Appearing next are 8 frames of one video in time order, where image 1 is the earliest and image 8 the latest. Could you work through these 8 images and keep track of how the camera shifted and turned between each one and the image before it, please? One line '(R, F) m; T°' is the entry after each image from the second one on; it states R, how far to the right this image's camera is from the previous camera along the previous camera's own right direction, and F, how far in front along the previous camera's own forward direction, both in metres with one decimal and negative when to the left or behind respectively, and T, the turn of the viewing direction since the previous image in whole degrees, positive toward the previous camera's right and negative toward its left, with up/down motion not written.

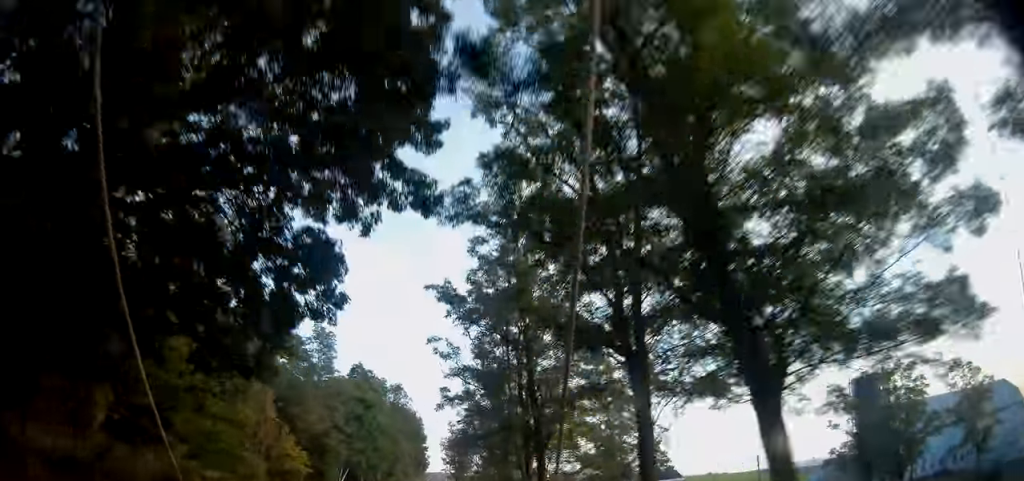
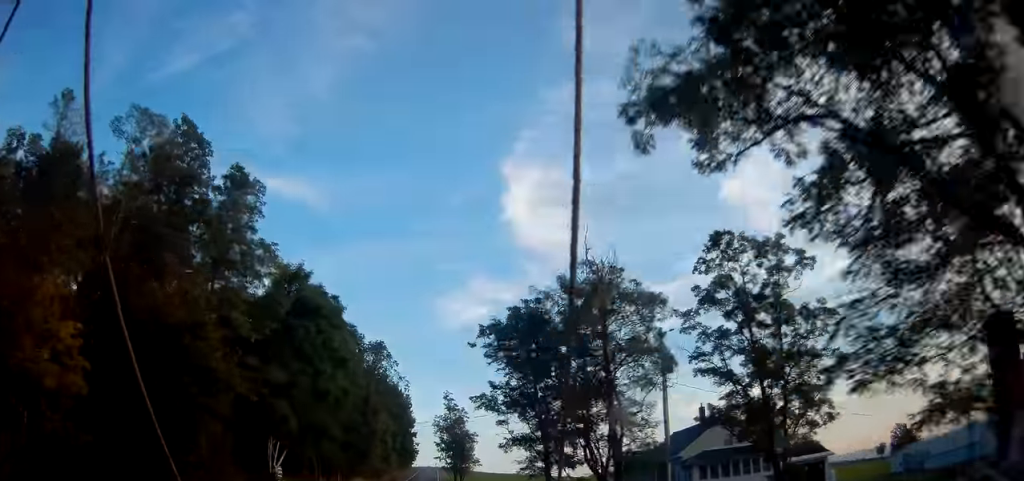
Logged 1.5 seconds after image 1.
(+0.4, +34.0) m; +1°
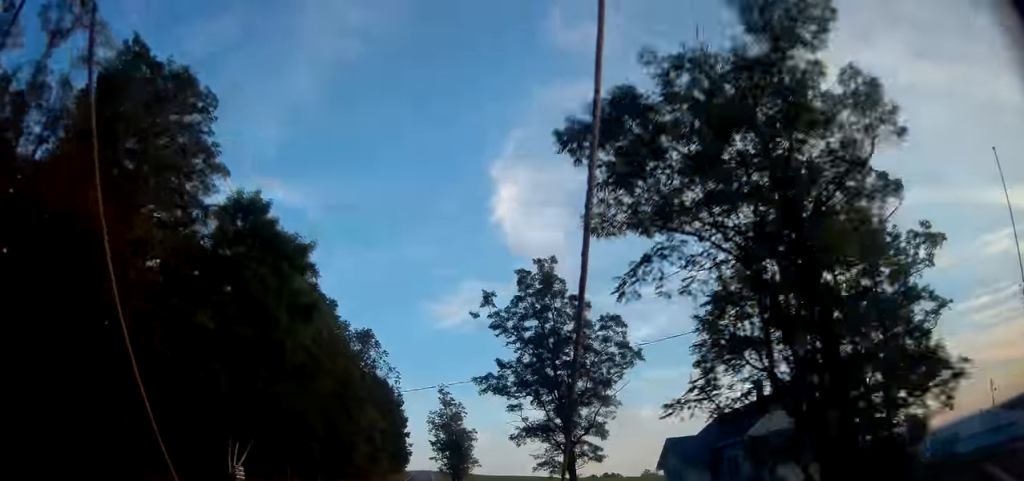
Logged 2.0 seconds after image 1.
(0.0, +10.3) m; 0°
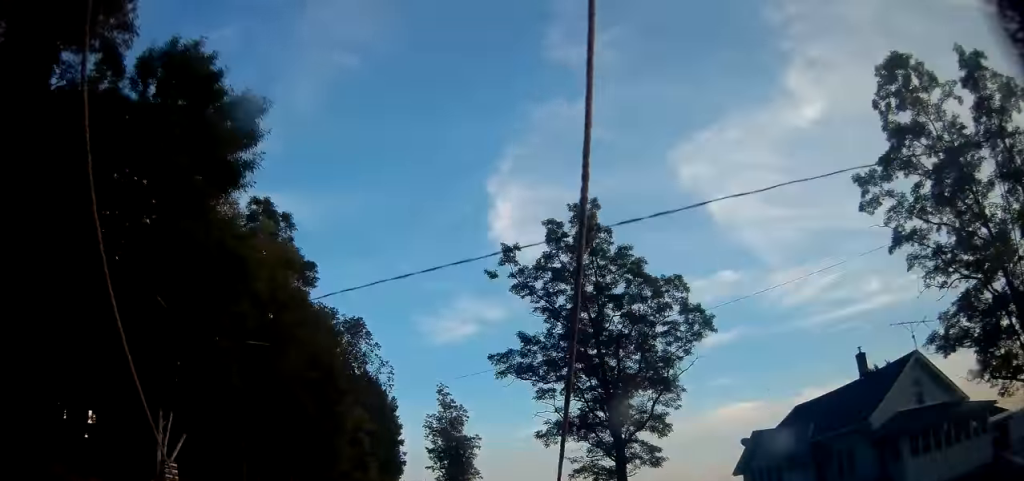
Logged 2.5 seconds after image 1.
(+0.1, +11.8) m; 0°
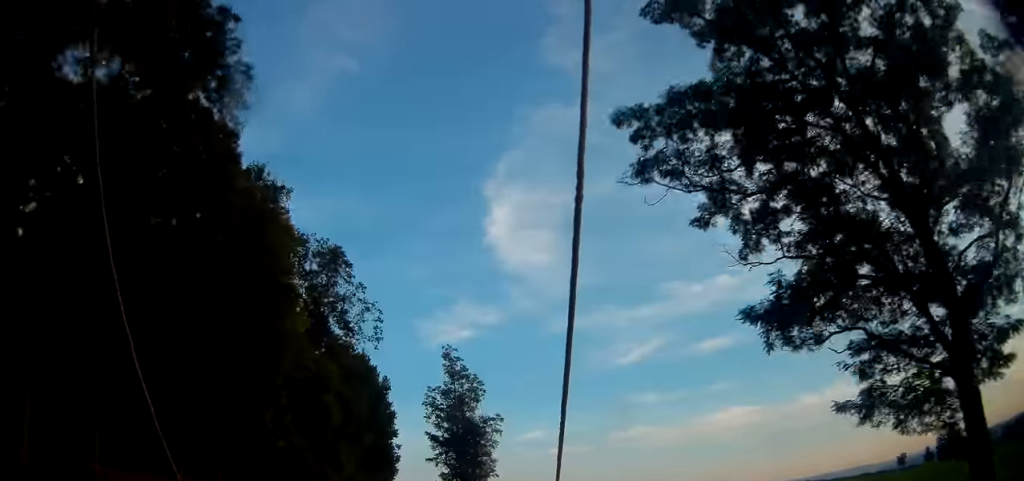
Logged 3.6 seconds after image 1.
(+0.1, +23.6) m; 0°
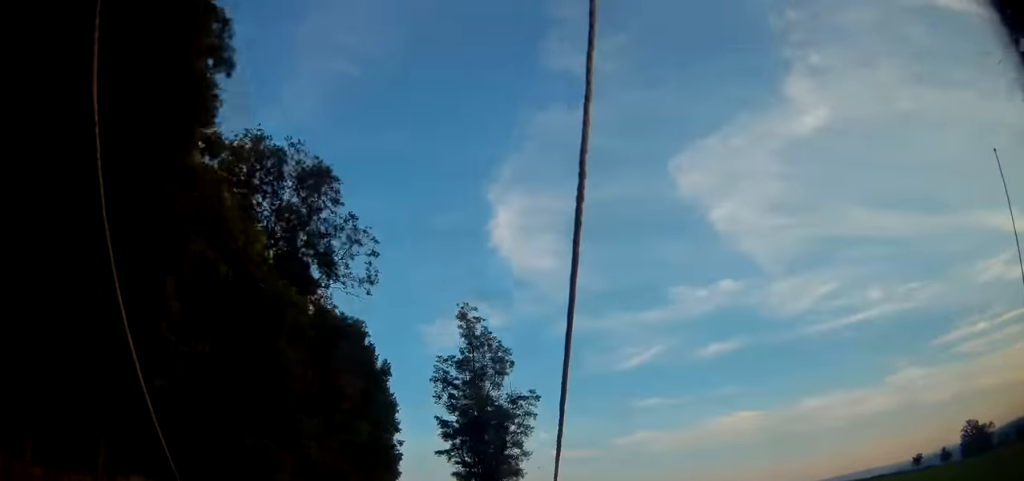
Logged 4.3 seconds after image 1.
(0.0, +15.5) m; 0°
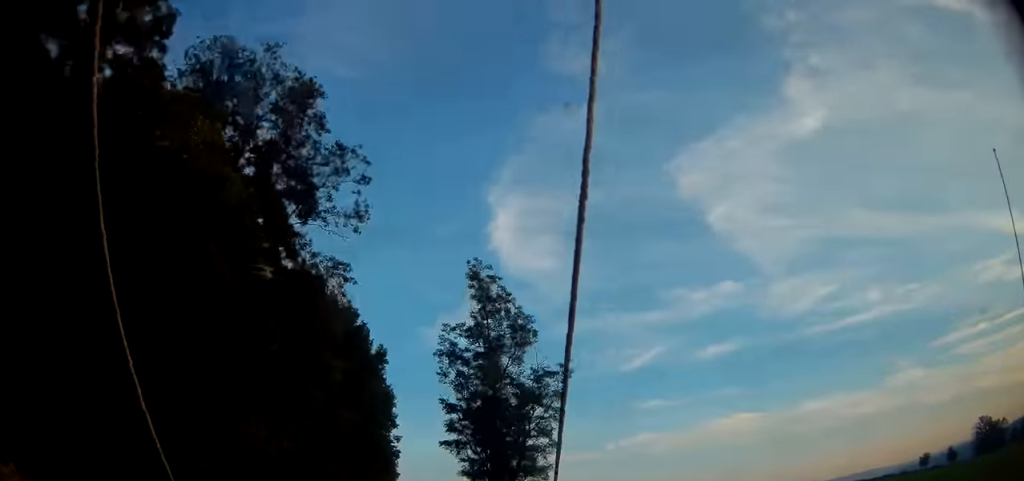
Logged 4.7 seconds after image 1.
(0.0, +9.6) m; 0°
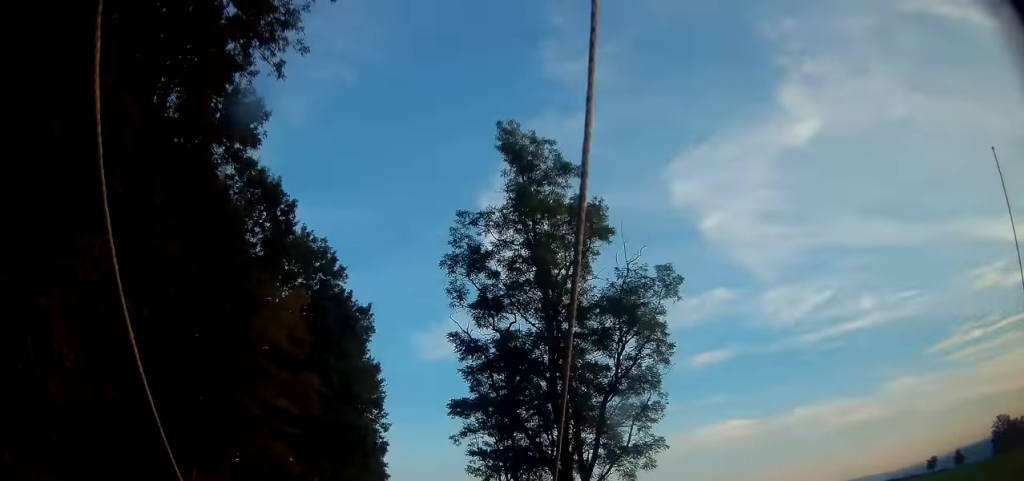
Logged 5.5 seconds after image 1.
(-0.1, +16.1) m; 0°
